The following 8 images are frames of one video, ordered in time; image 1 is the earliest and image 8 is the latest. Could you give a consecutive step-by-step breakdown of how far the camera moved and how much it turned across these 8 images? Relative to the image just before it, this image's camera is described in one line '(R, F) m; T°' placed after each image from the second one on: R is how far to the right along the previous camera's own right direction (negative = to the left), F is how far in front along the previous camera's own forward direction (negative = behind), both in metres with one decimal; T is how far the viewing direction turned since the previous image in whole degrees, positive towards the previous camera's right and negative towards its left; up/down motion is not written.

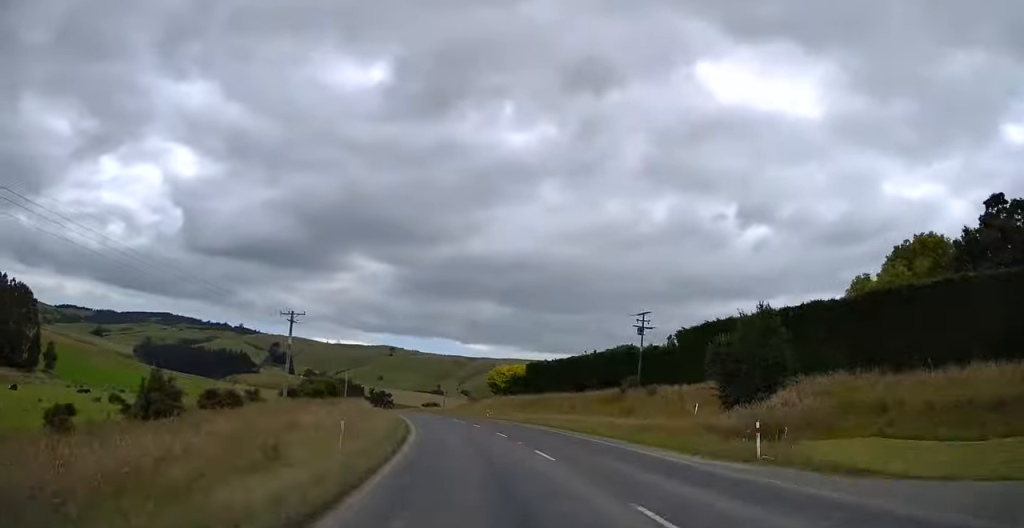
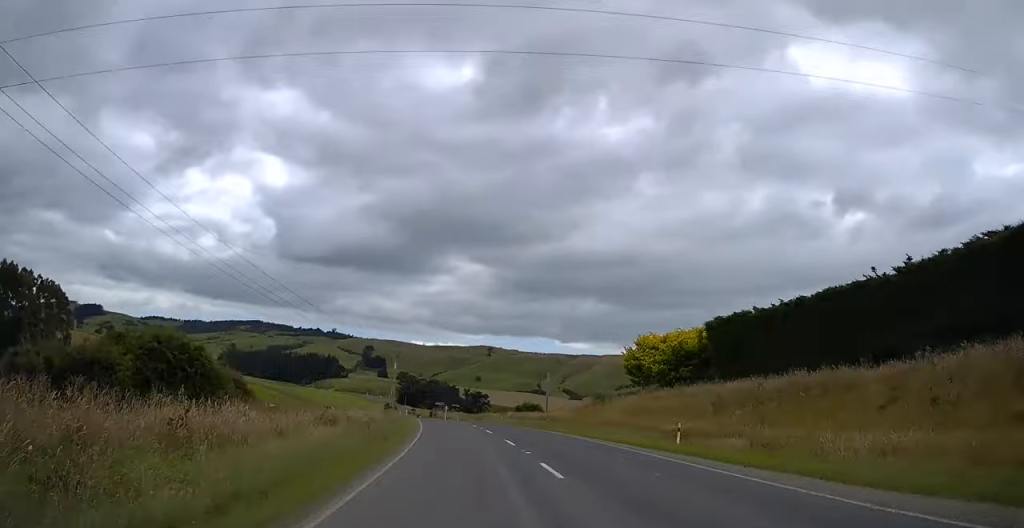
(-2.7, +46.2) m; -7°
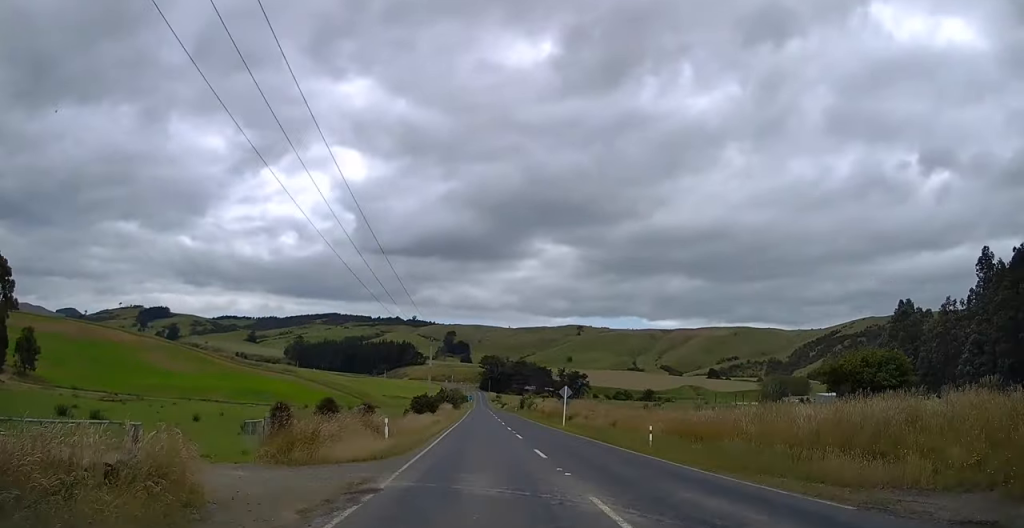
(-9.0, +89.2) m; -8°
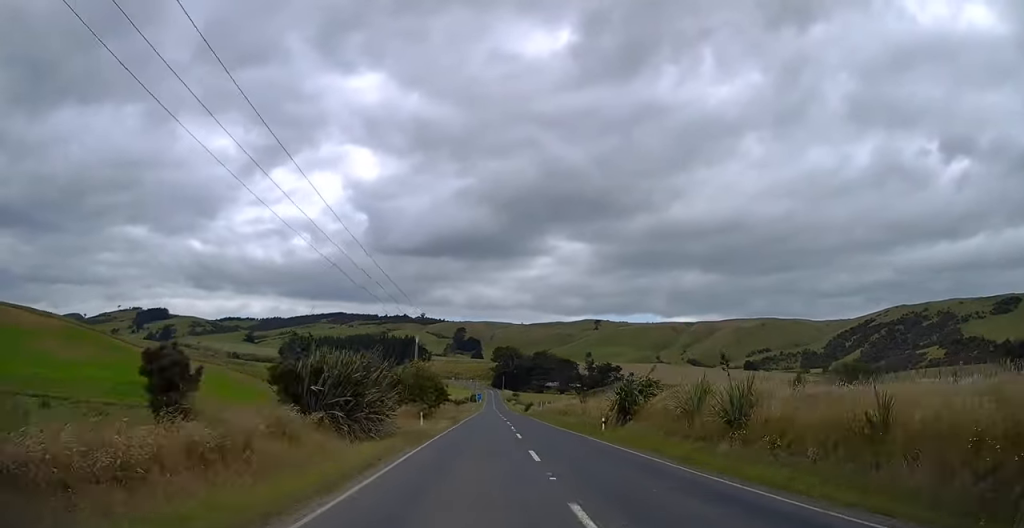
(-2.6, +82.0) m; -2°
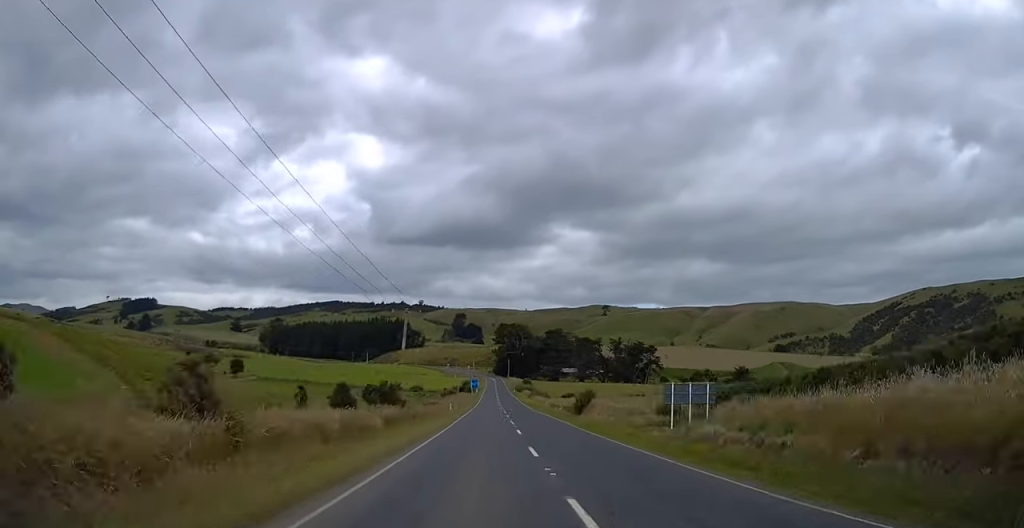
(0.0, +80.3) m; 0°
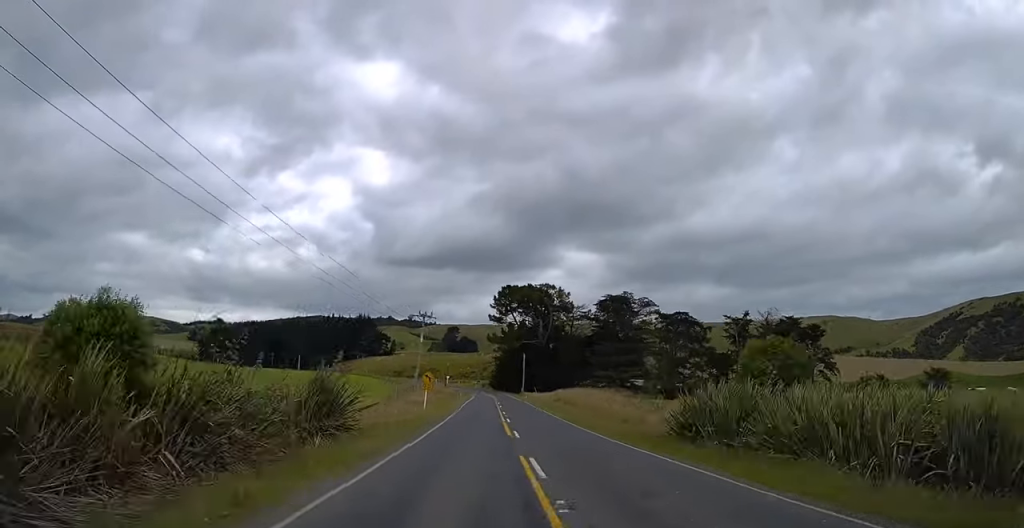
(0.0, +161.0) m; 0°
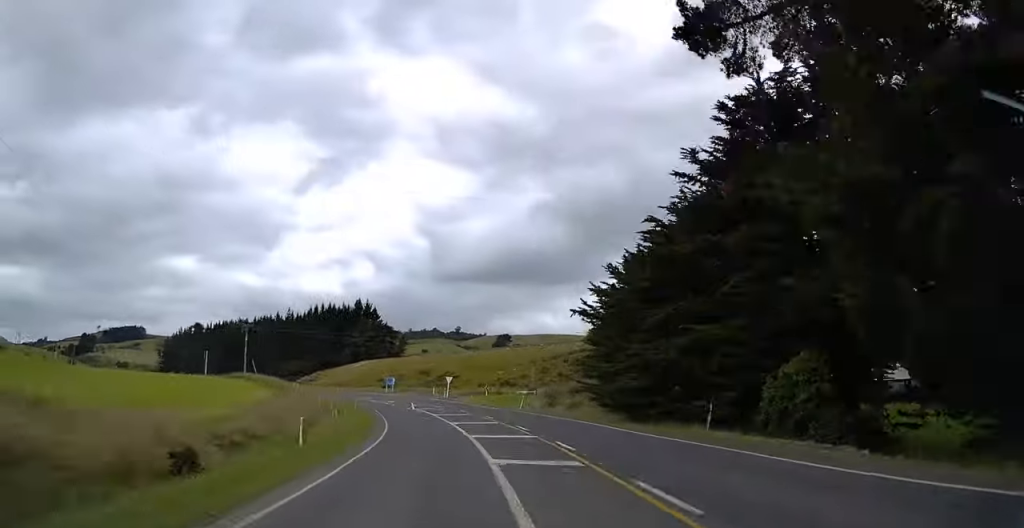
(-2.8, +130.3) m; -6°
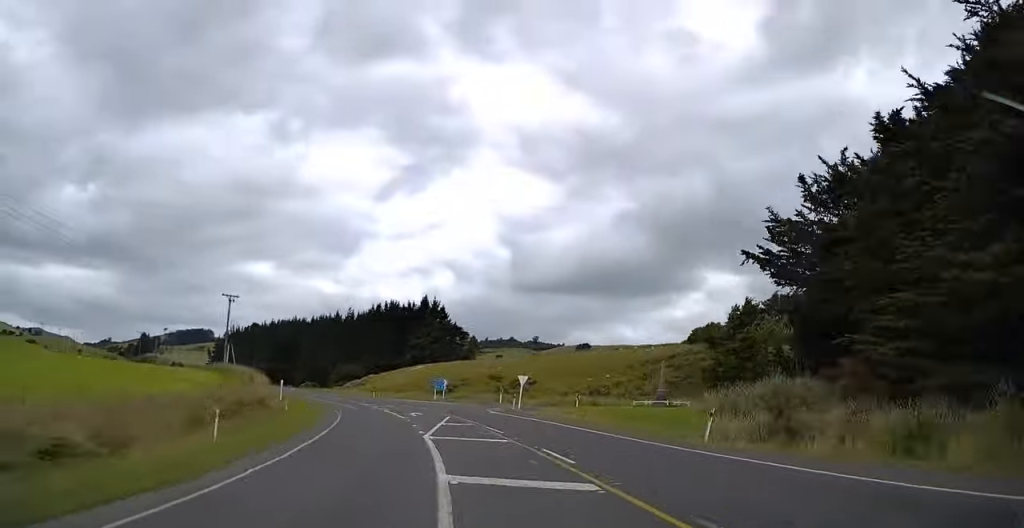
(-0.3, +26.2) m; -3°
